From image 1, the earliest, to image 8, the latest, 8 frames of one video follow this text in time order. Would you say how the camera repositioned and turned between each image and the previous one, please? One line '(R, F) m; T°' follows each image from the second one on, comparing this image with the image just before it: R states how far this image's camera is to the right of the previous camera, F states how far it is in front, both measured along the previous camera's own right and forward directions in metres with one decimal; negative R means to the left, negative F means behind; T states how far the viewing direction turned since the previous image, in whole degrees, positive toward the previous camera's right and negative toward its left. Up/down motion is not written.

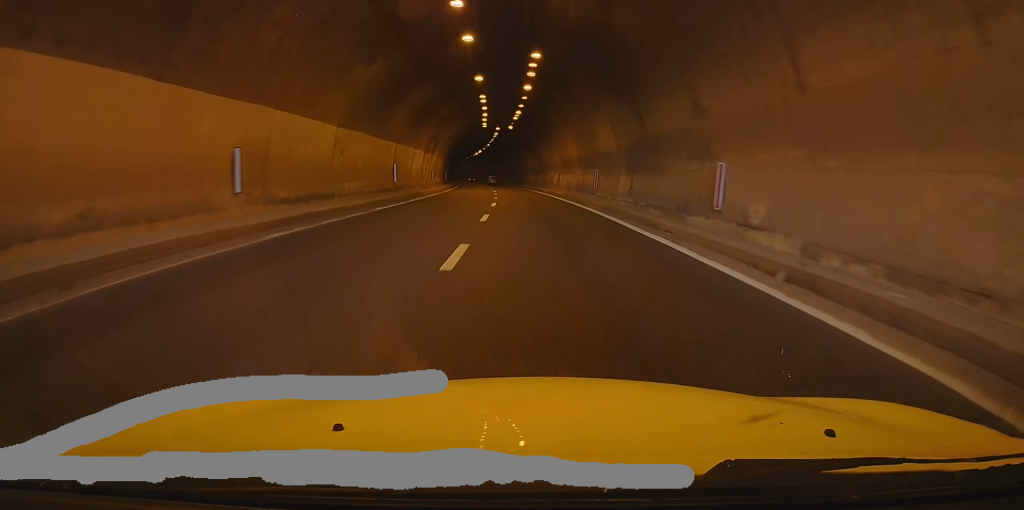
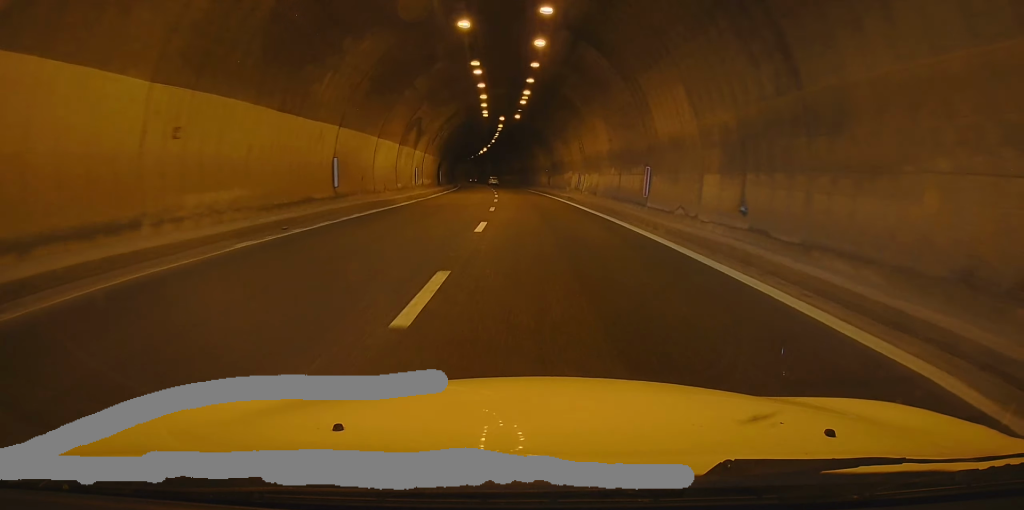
(-0.1, +11.5) m; 0°
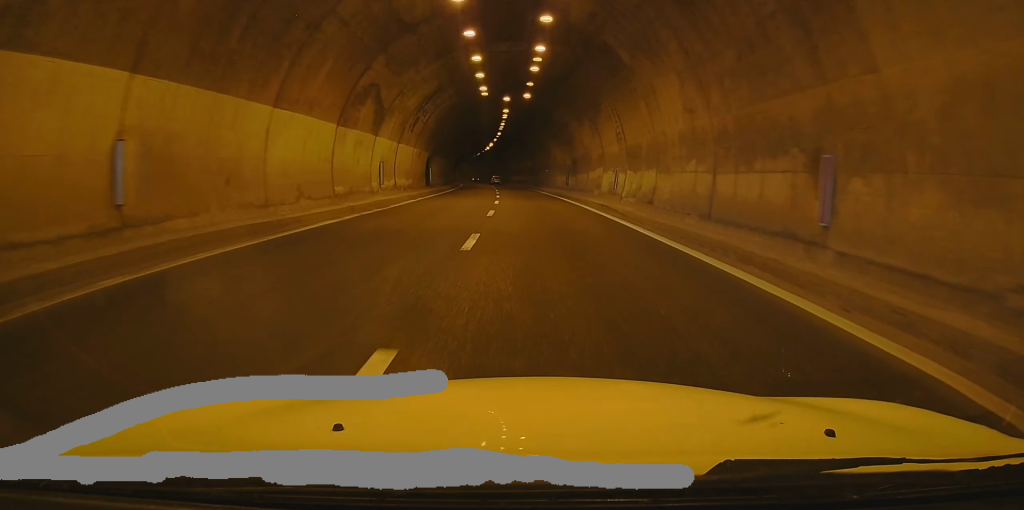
(+0.3, +12.1) m; 0°
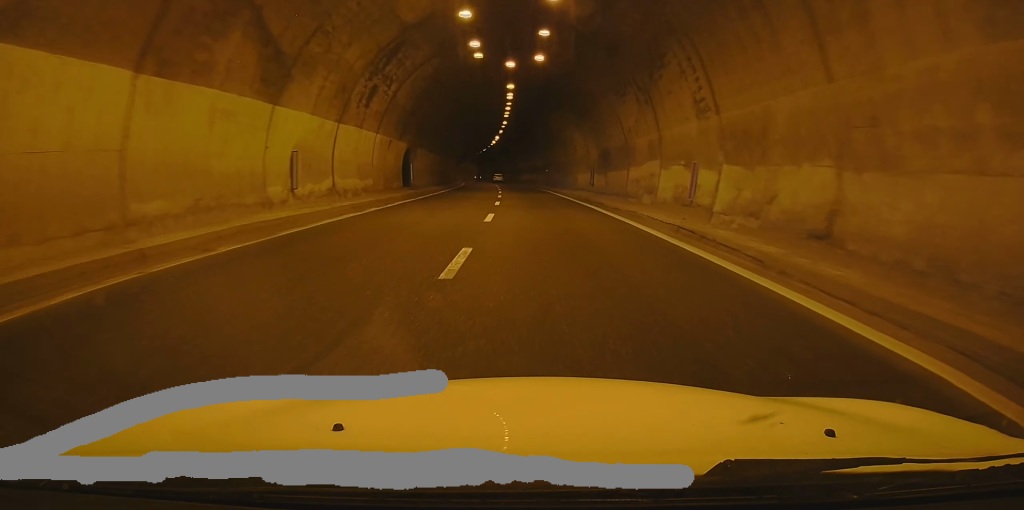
(0.0, +11.4) m; 0°
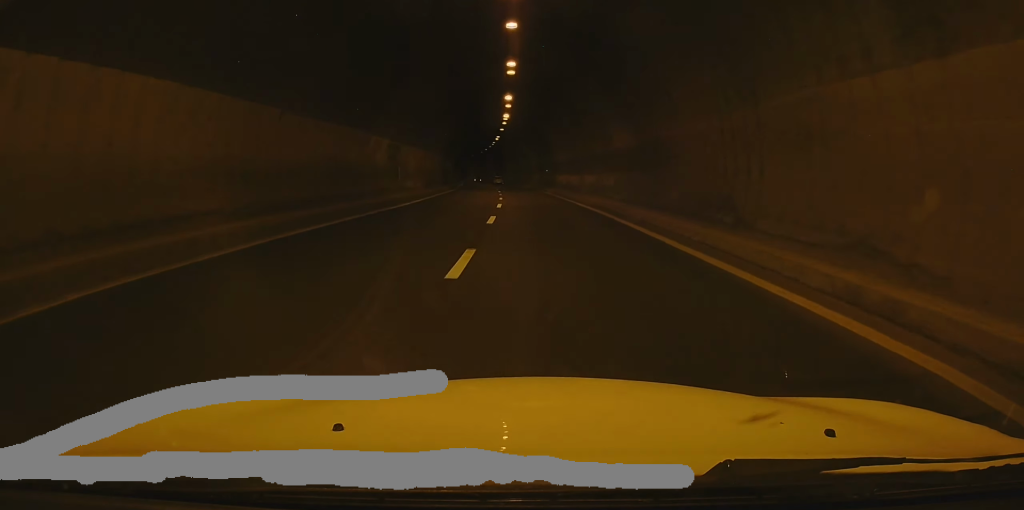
(+0.2, +42.1) m; +1°
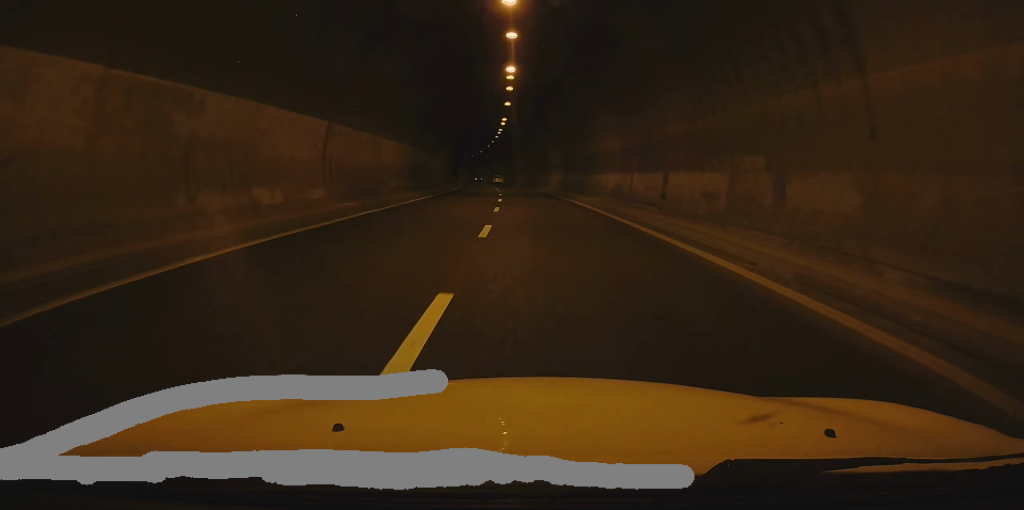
(0.0, +20.8) m; 0°
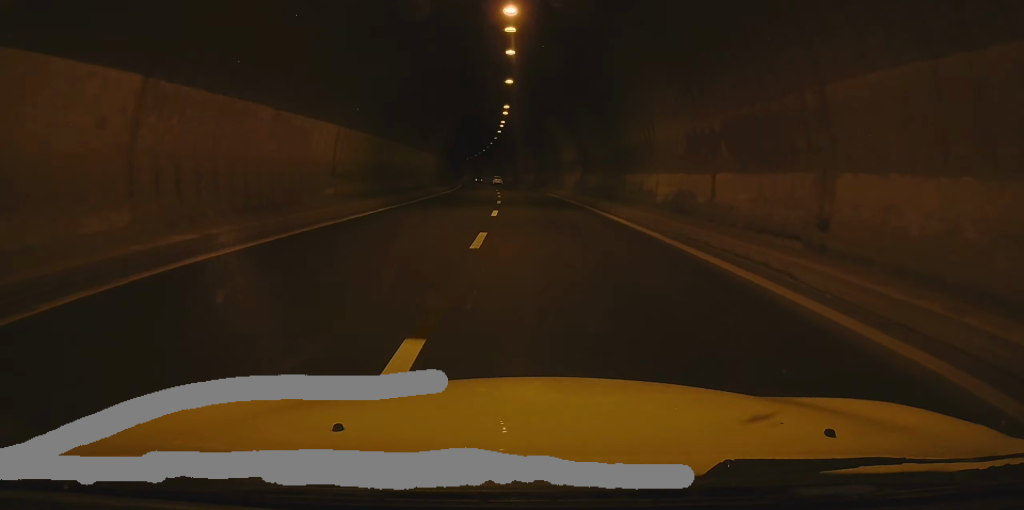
(+0.1, +10.0) m; -1°
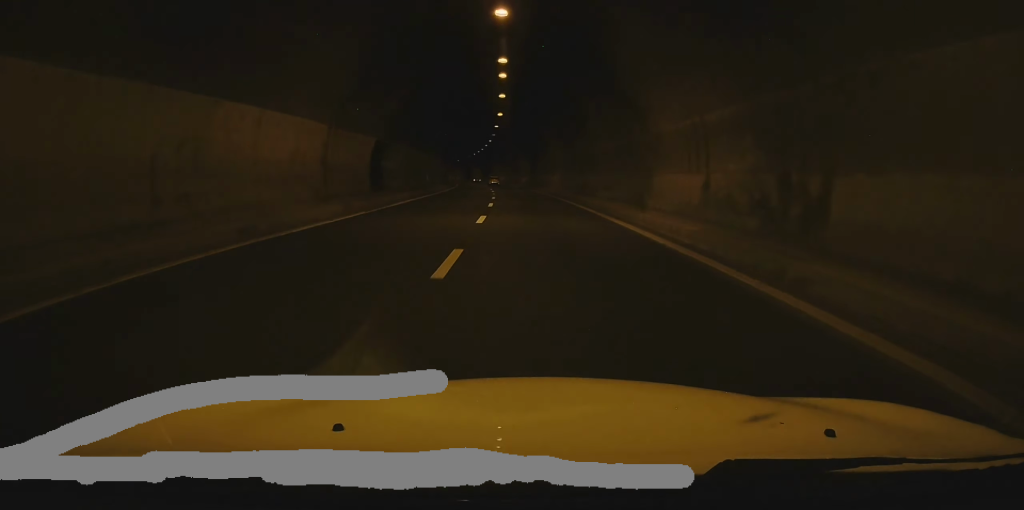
(-0.5, +28.1) m; -1°
